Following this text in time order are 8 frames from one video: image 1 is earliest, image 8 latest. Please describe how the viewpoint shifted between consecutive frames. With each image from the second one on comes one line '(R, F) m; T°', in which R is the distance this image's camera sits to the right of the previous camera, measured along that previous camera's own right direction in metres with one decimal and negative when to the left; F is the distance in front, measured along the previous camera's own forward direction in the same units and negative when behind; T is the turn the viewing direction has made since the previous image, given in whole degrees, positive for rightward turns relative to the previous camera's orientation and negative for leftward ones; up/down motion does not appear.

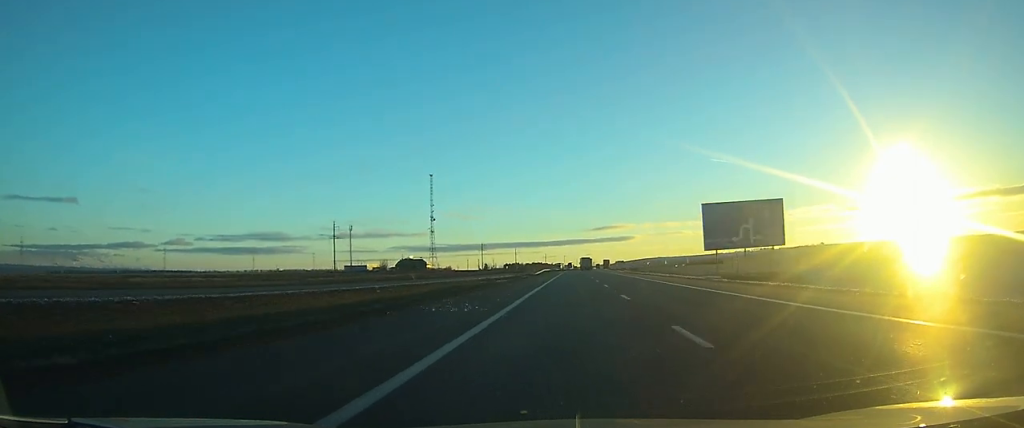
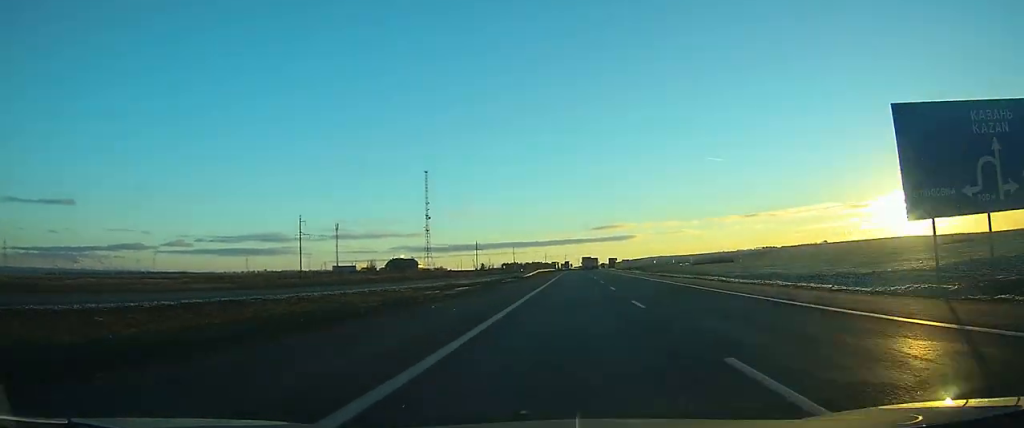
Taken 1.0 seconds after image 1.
(-0.1, +26.5) m; 0°
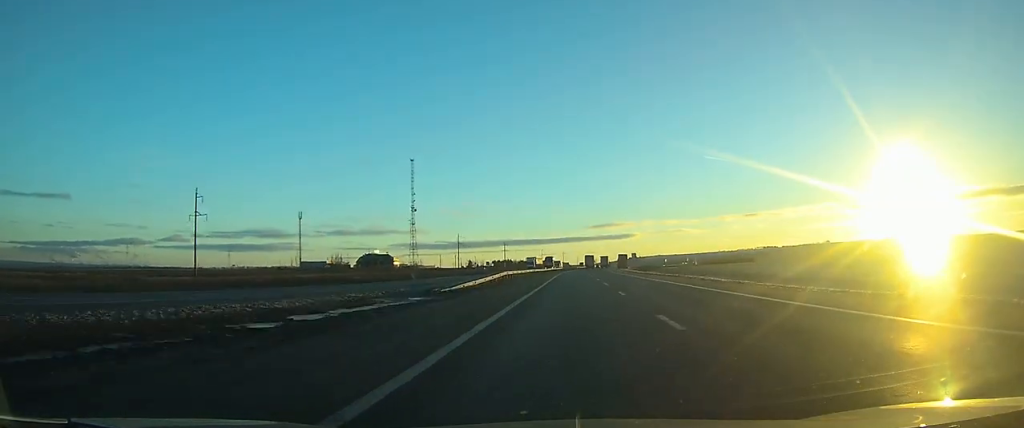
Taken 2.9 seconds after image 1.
(-0.1, +52.8) m; 0°
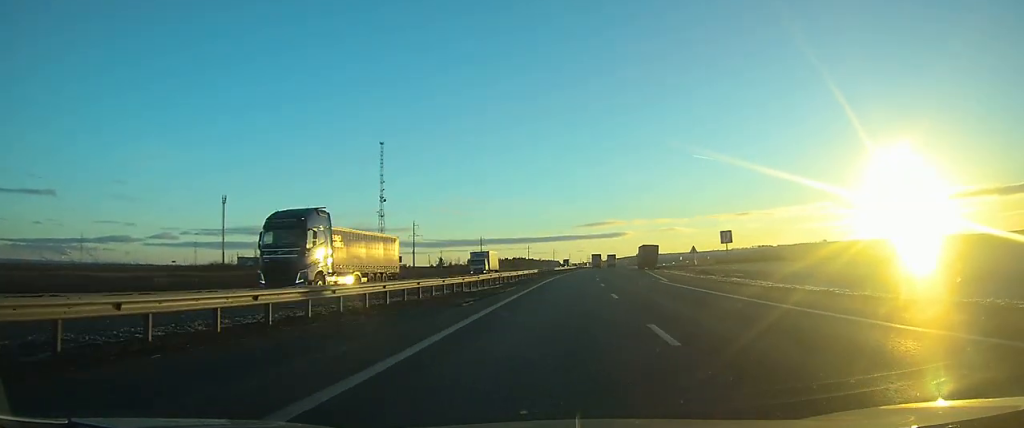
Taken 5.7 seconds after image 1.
(+0.1, +75.1) m; +1°
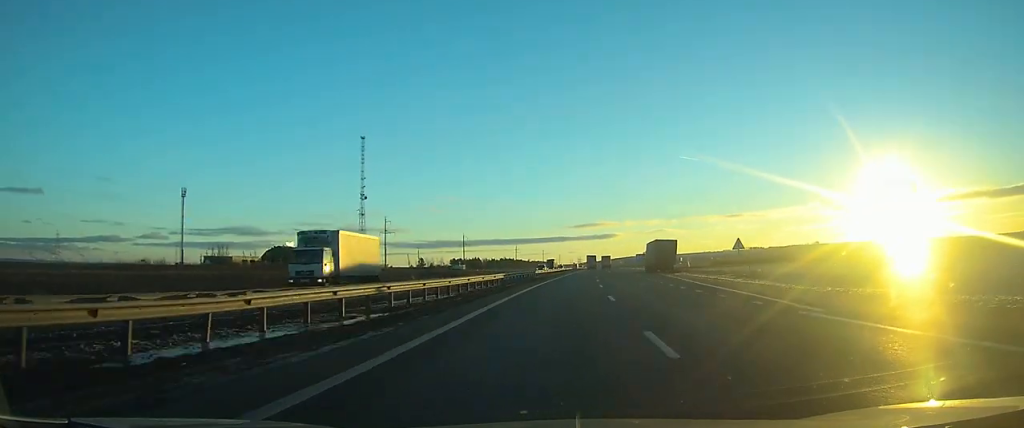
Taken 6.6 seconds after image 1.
(+0.2, +24.1) m; +1°
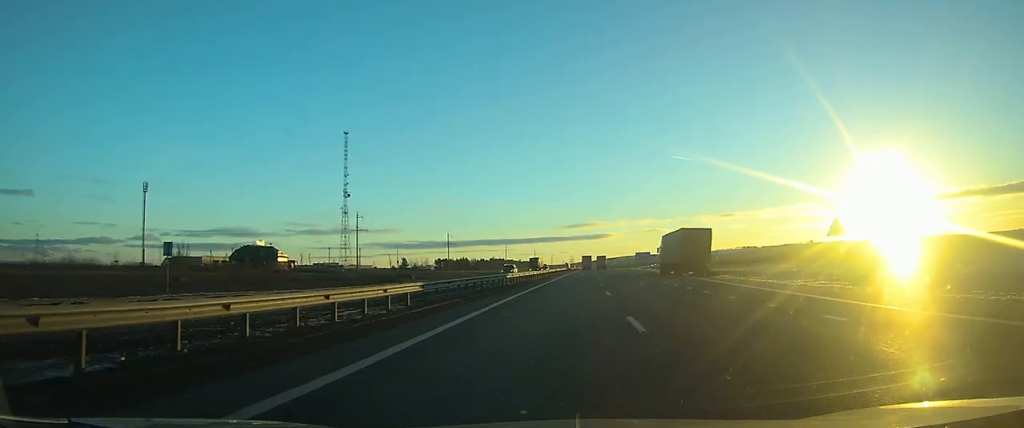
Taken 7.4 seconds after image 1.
(+0.1, +20.3) m; +1°
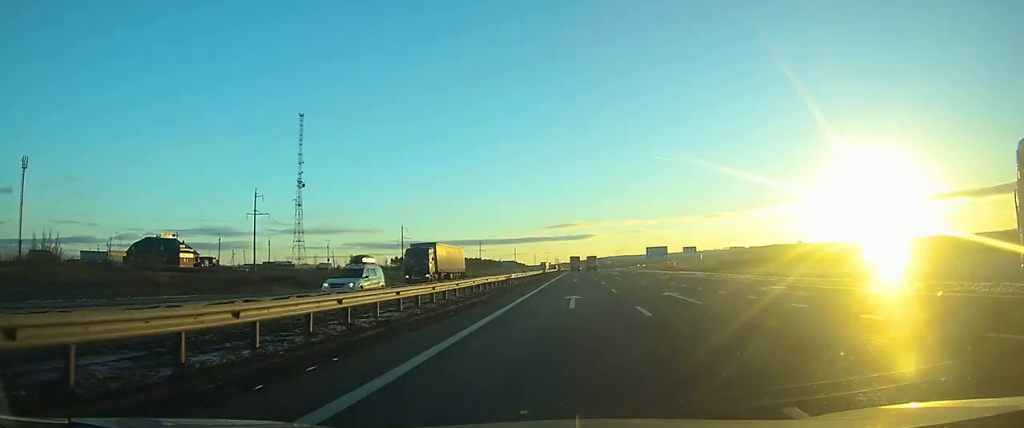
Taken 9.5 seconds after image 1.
(+0.6, +52.6) m; +1°
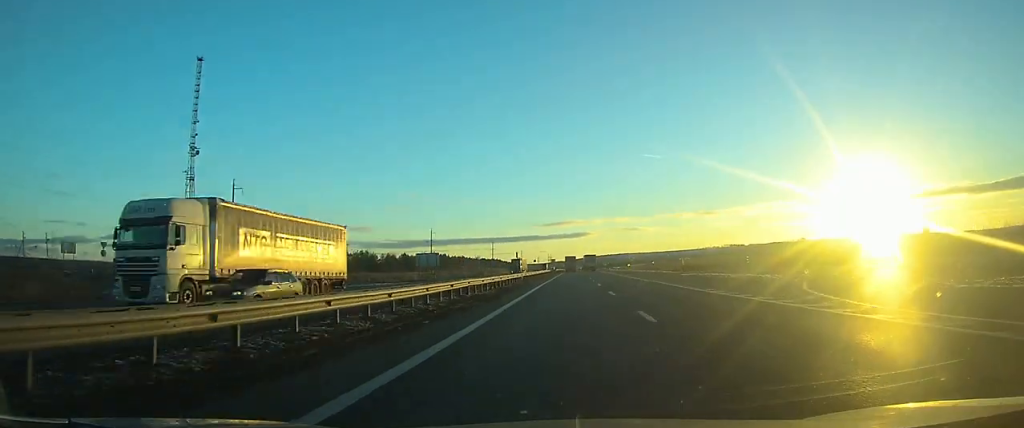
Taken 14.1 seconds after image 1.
(+1.9, +125.2) m; +1°
